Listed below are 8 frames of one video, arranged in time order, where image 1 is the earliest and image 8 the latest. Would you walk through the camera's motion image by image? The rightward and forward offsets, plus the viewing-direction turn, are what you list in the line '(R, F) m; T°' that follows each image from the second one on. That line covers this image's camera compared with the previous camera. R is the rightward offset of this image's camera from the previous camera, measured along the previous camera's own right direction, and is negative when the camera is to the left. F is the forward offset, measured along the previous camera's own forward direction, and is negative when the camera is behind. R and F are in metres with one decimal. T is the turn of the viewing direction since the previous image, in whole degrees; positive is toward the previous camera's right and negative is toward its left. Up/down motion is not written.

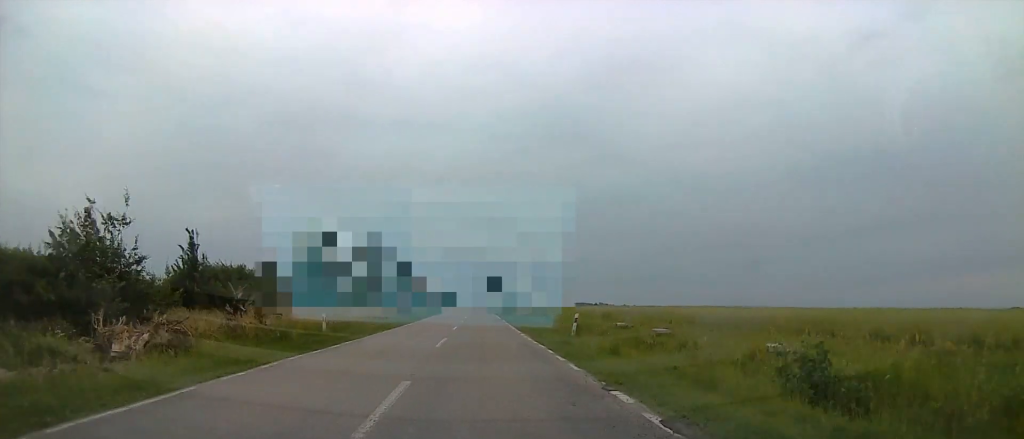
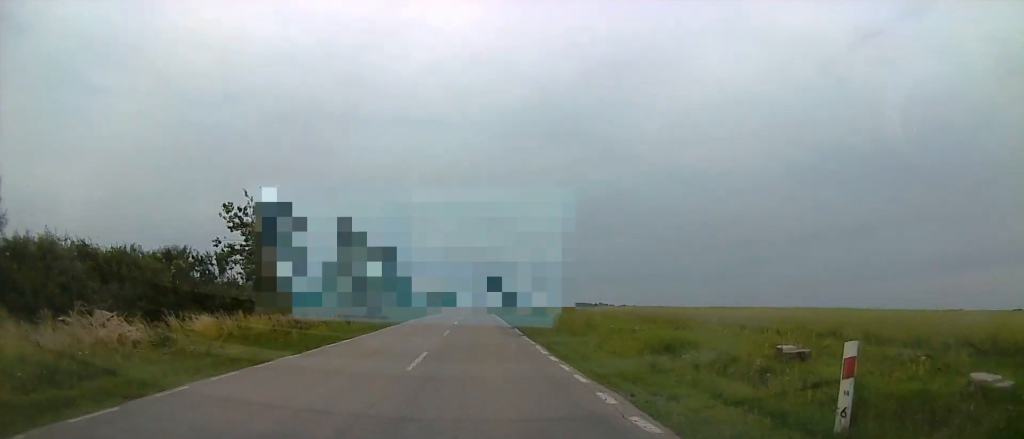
(0.0, +18.9) m; -2°
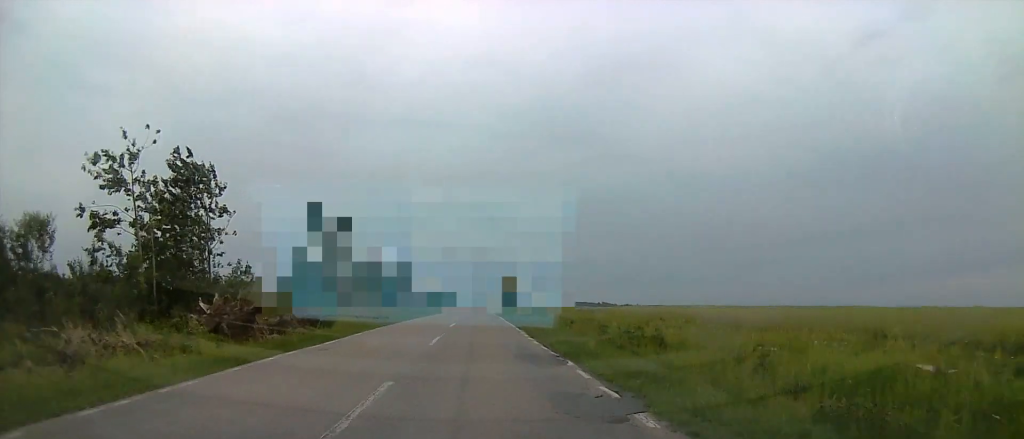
(-0.1, +18.1) m; -2°
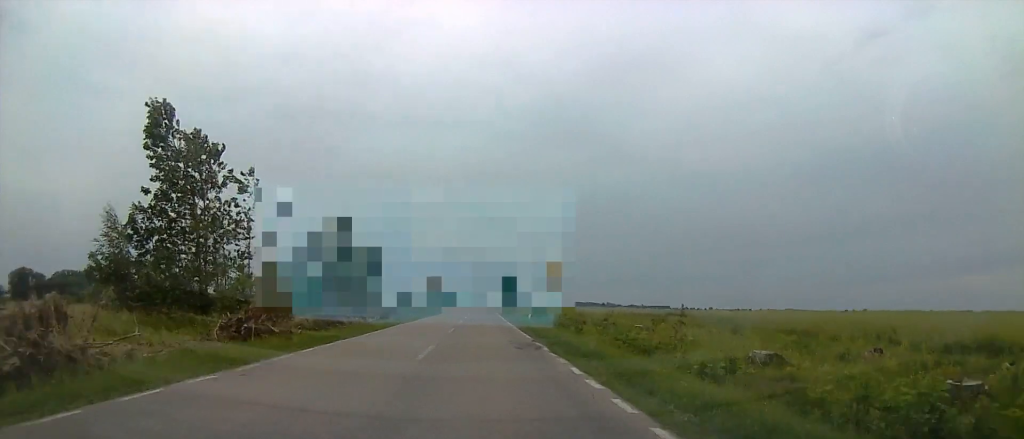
(0.0, +39.3) m; +3°
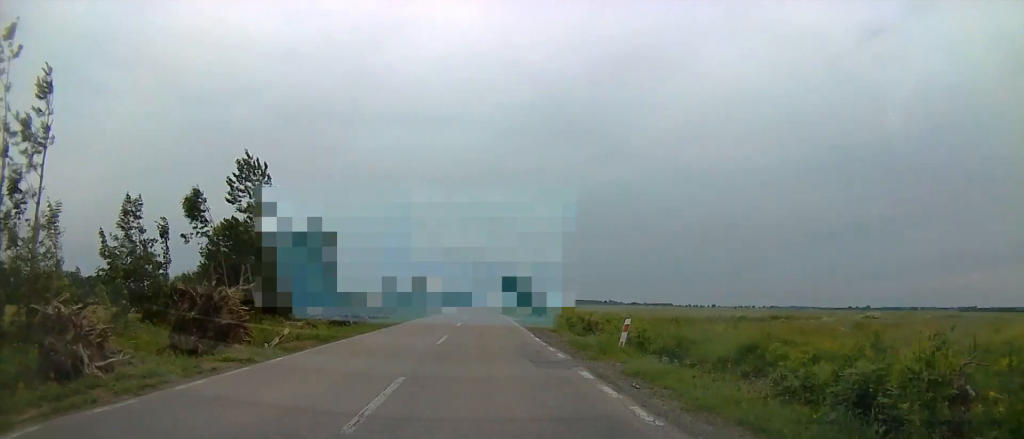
(+0.4, +31.3) m; 0°
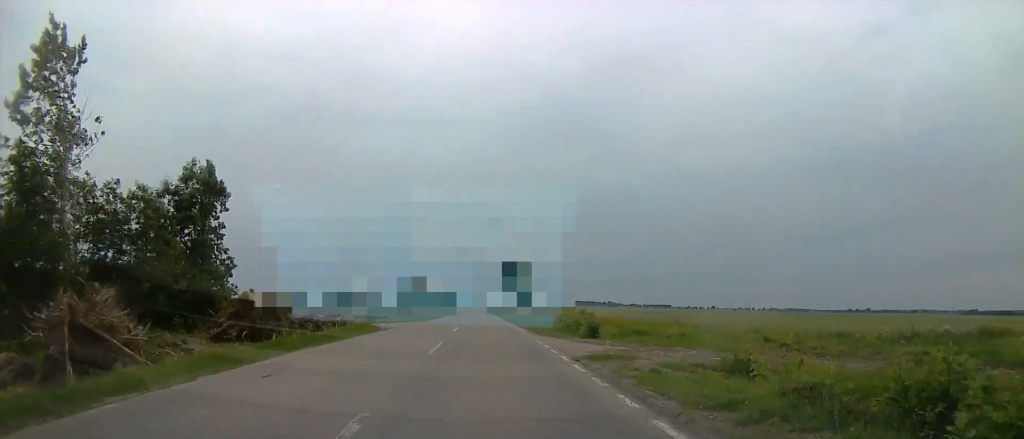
(-0.1, +27.4) m; 0°
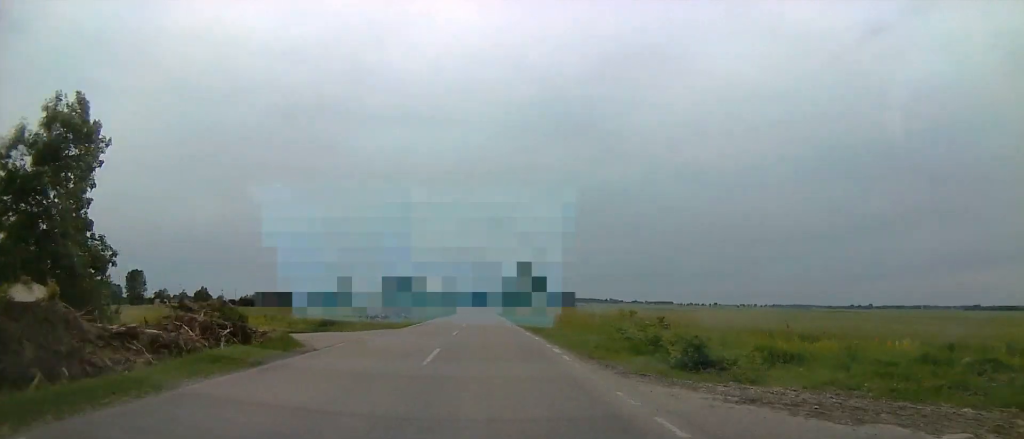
(0.0, +14.0) m; 0°
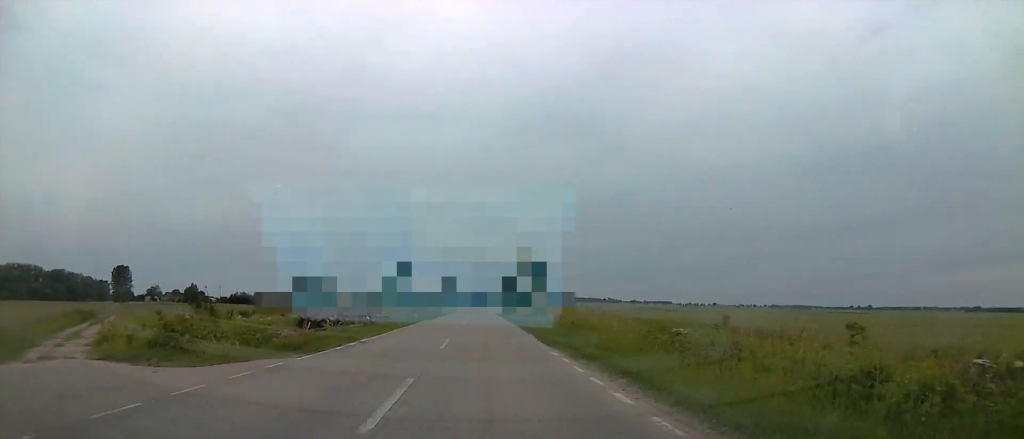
(0.0, +18.1) m; 0°
